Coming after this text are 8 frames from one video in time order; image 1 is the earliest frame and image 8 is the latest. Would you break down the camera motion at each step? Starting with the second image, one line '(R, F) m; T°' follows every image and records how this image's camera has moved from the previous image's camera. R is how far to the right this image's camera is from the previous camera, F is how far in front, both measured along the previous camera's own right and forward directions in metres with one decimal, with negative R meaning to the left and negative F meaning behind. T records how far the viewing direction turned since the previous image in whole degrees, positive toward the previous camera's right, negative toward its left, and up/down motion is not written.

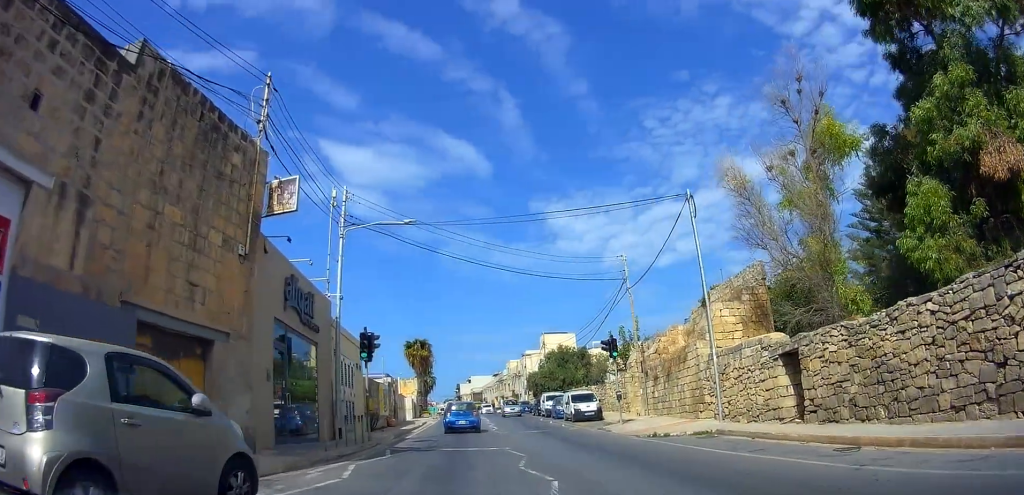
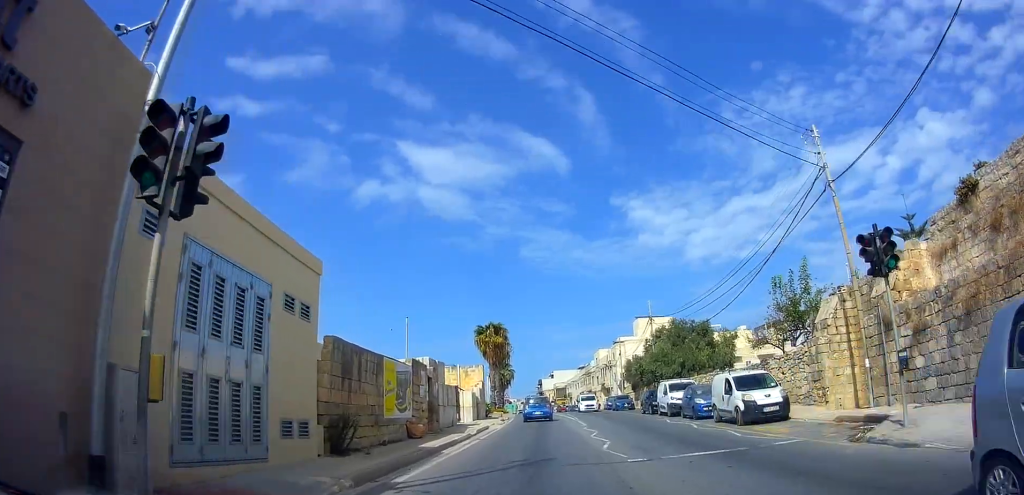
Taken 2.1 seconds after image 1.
(-1.7, +12.3) m; -12°
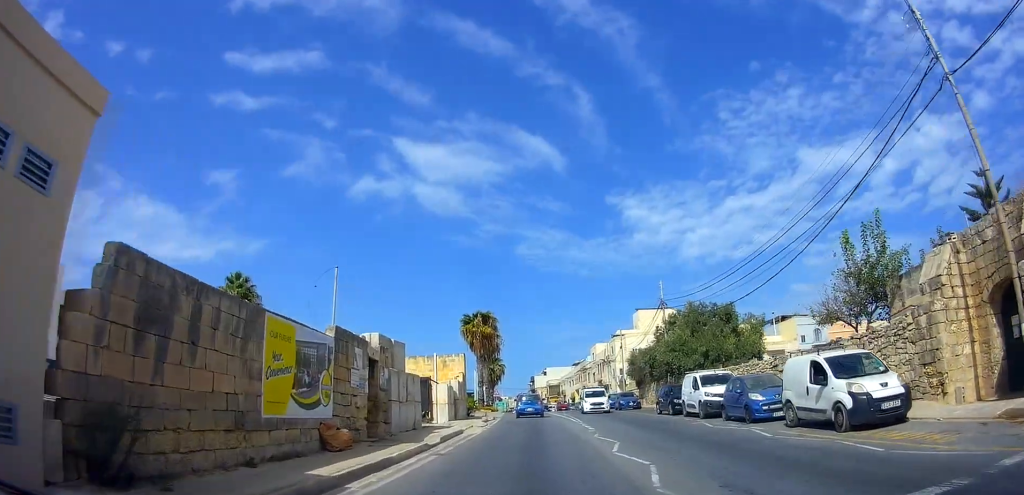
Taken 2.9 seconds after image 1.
(+0.1, +6.2) m; +2°
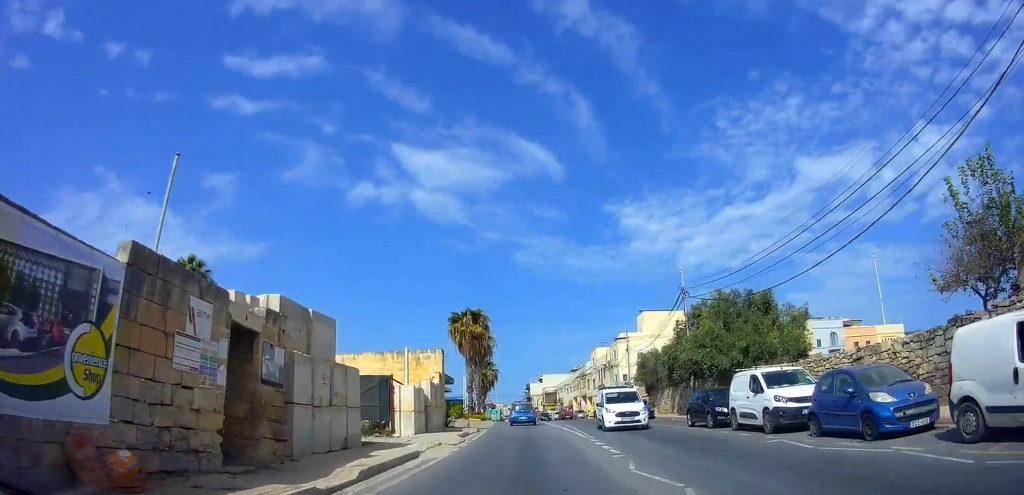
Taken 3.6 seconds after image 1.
(+0.1, +6.5) m; +4°
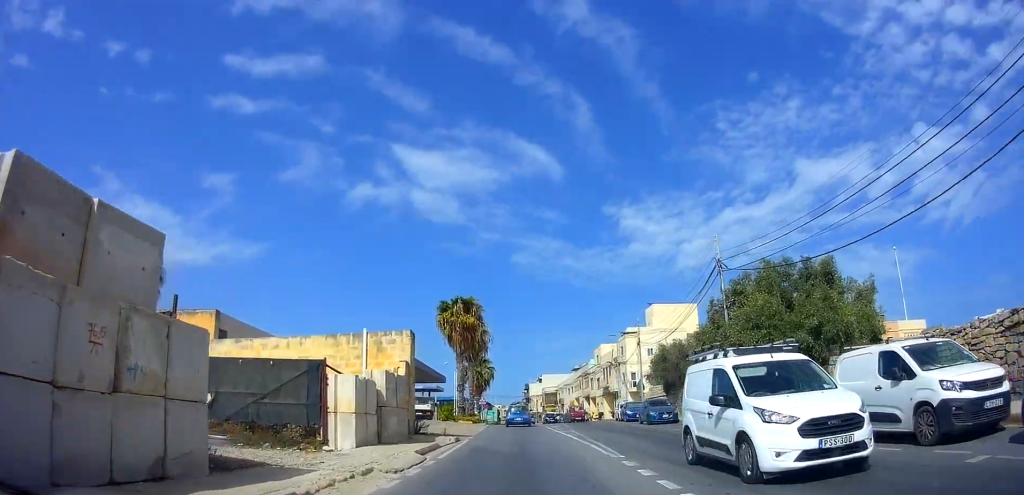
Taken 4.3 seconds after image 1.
(+0.2, +6.5) m; 0°
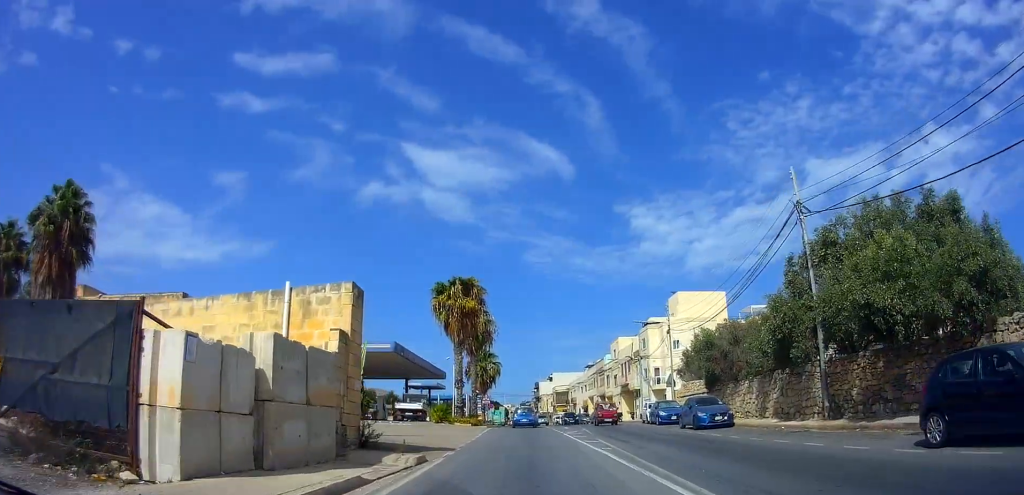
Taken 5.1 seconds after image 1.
(+0.3, +7.5) m; -3°
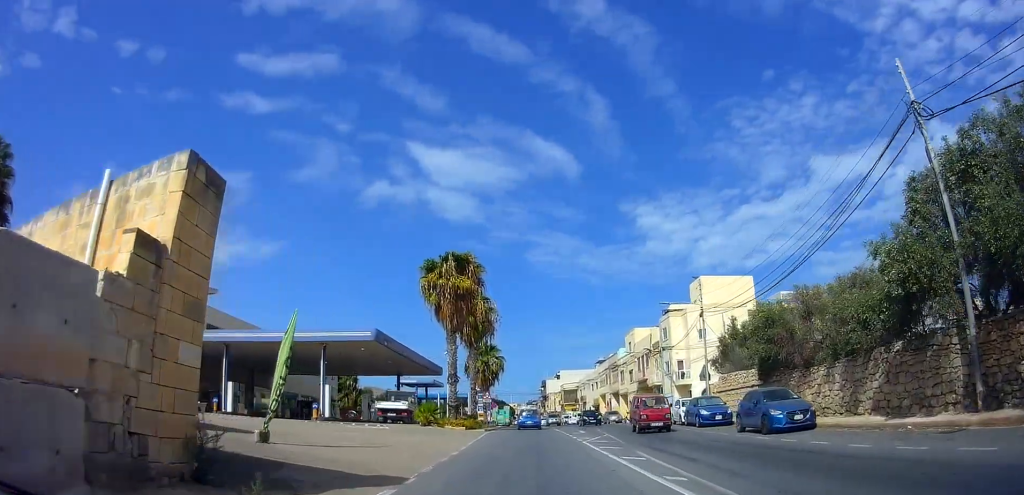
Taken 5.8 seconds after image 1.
(-0.8, +7.0) m; -2°
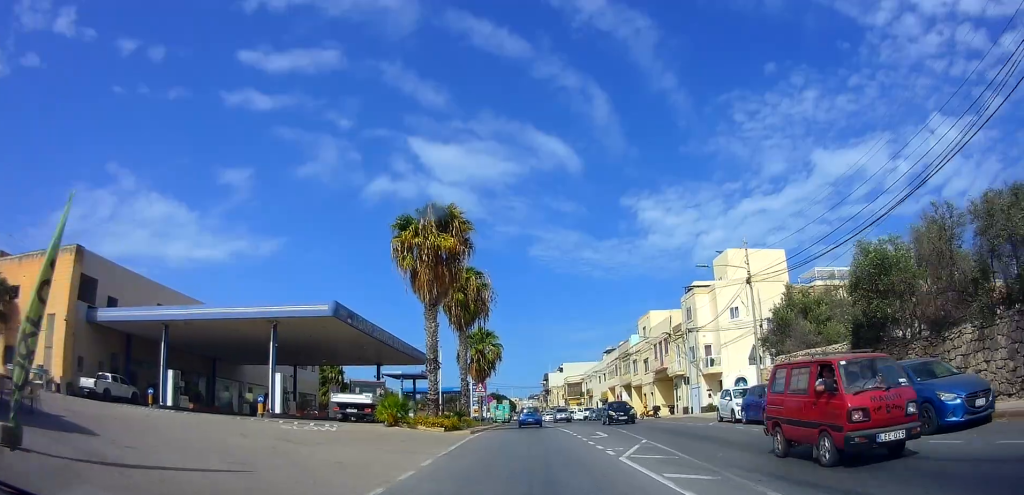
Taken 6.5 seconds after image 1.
(+0.2, +8.0) m; +1°
